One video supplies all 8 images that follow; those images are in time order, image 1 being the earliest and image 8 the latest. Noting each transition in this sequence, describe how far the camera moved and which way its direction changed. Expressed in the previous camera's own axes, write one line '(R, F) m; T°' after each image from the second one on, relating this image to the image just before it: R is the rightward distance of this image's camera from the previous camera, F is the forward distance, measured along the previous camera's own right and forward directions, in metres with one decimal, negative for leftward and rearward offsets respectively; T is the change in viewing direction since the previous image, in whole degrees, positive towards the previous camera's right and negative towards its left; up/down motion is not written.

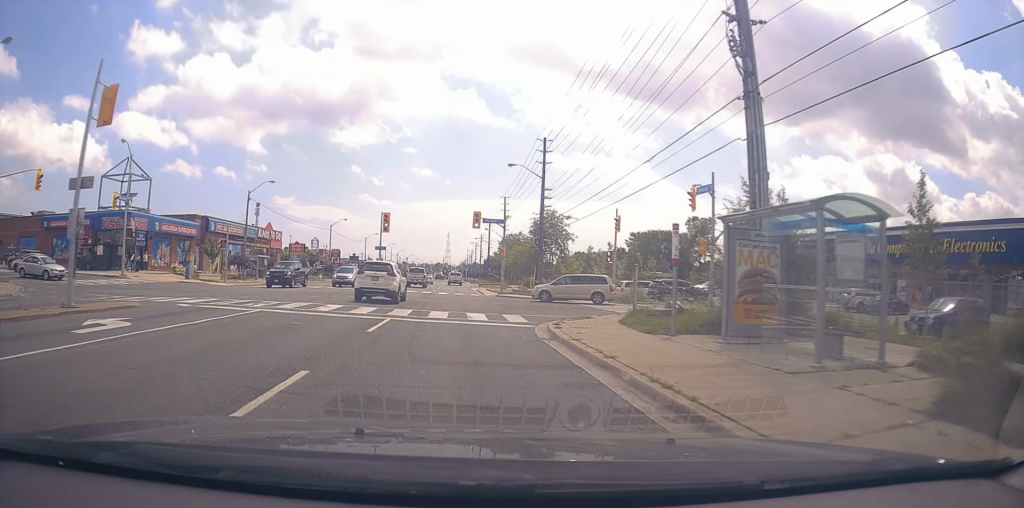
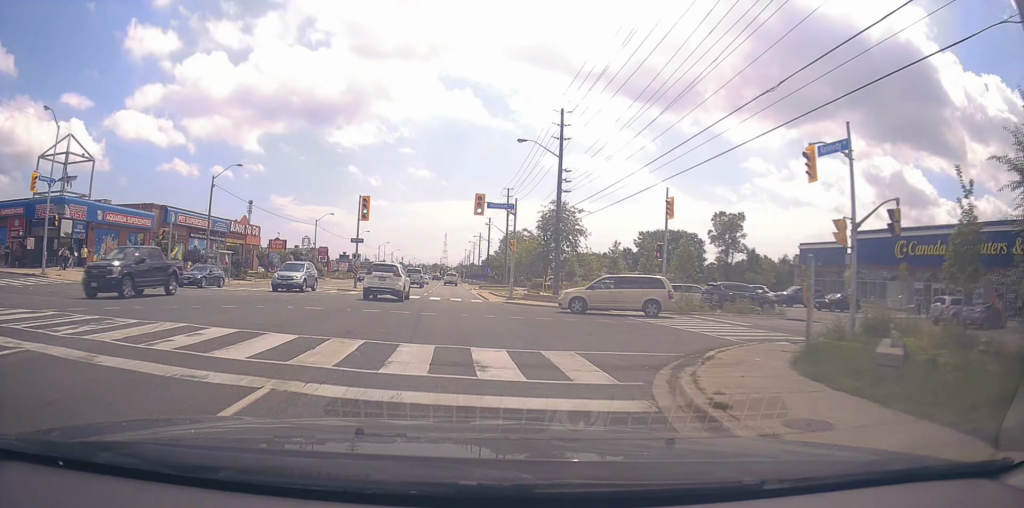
(-0.5, +9.9) m; 0°
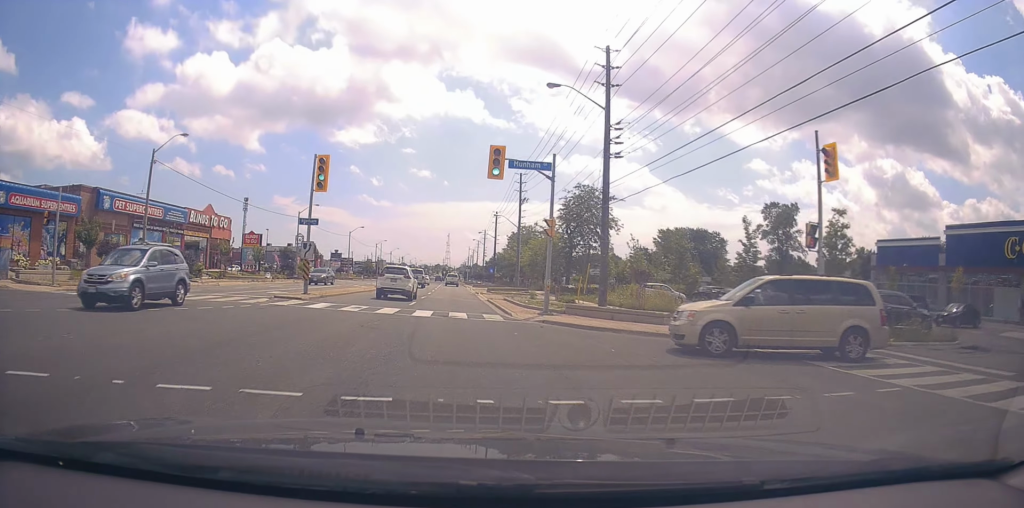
(+0.1, +13.0) m; +1°
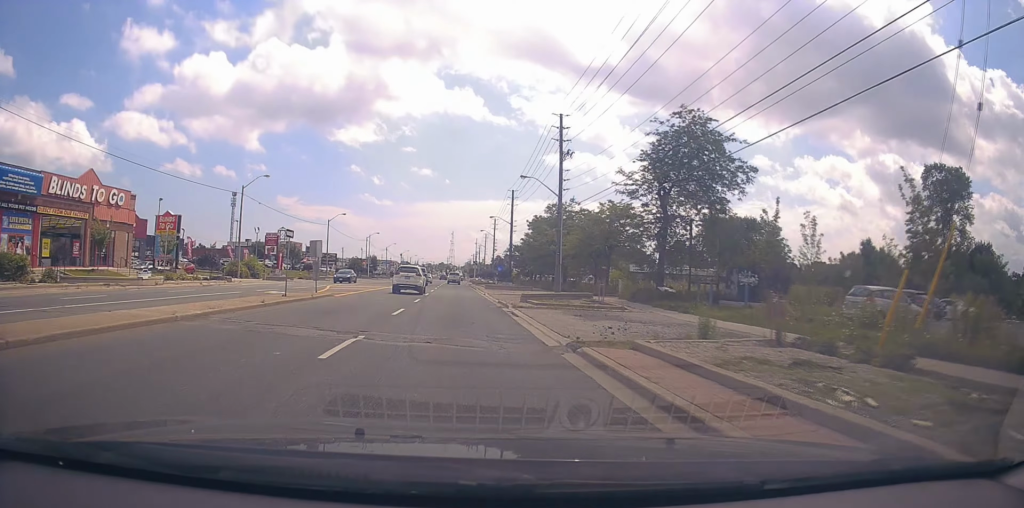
(+0.3, +25.7) m; +1°
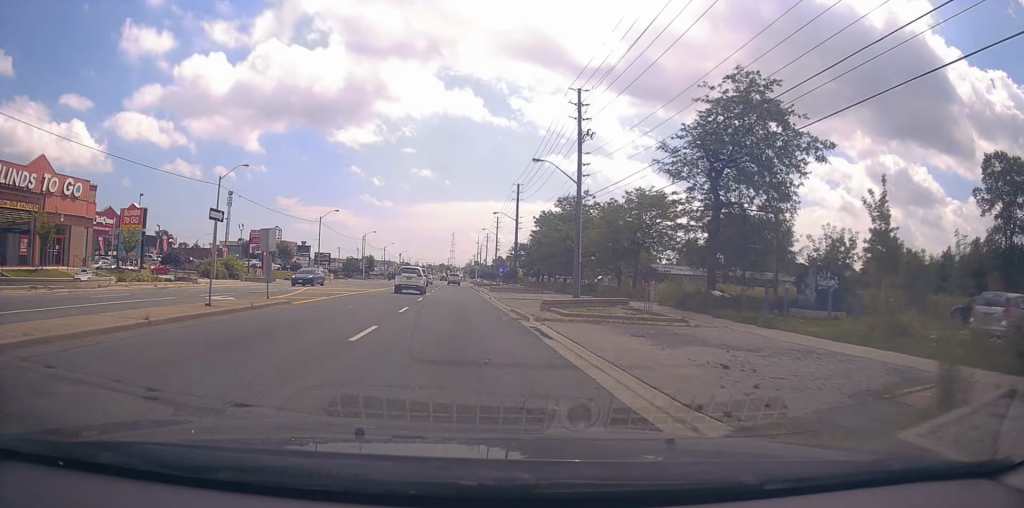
(0.0, +6.7) m; +1°
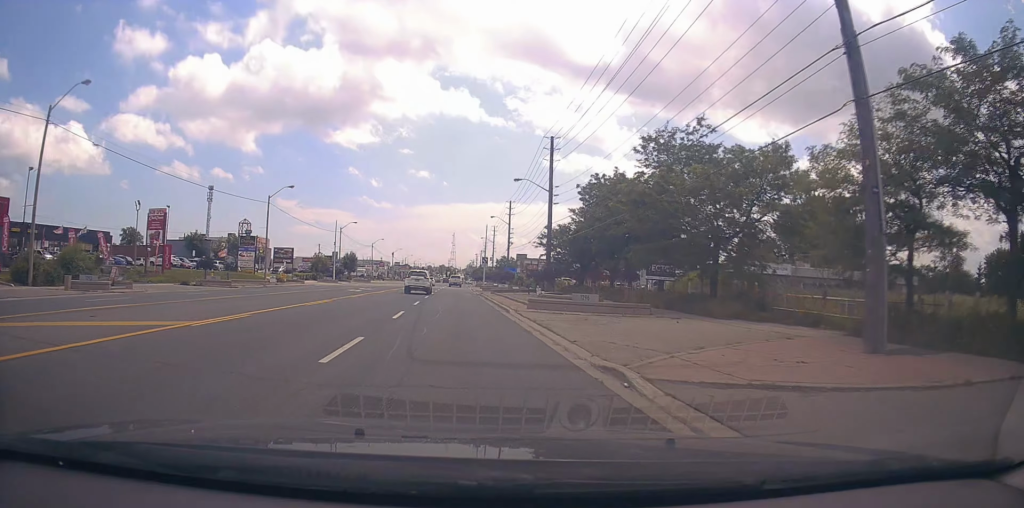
(-0.5, +27.9) m; -2°
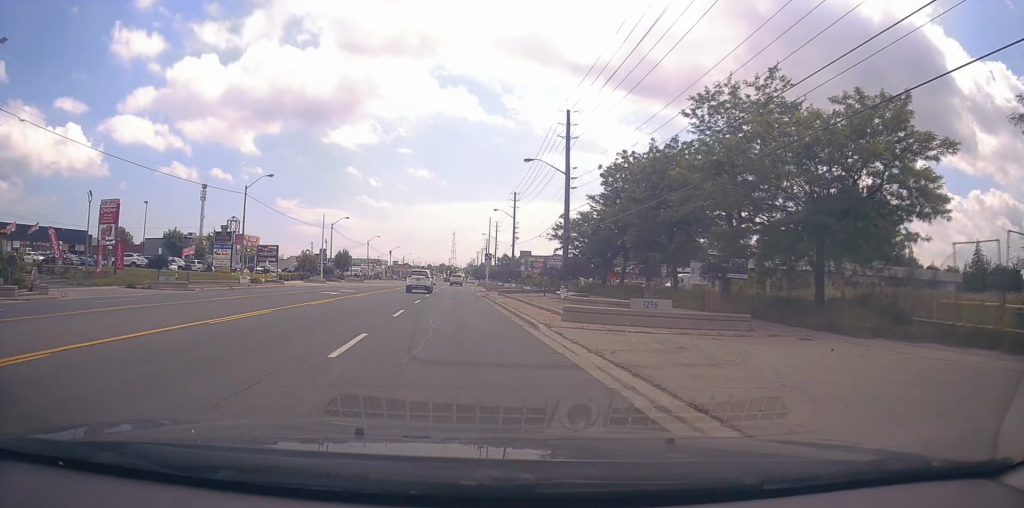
(+0.1, +8.1) m; 0°
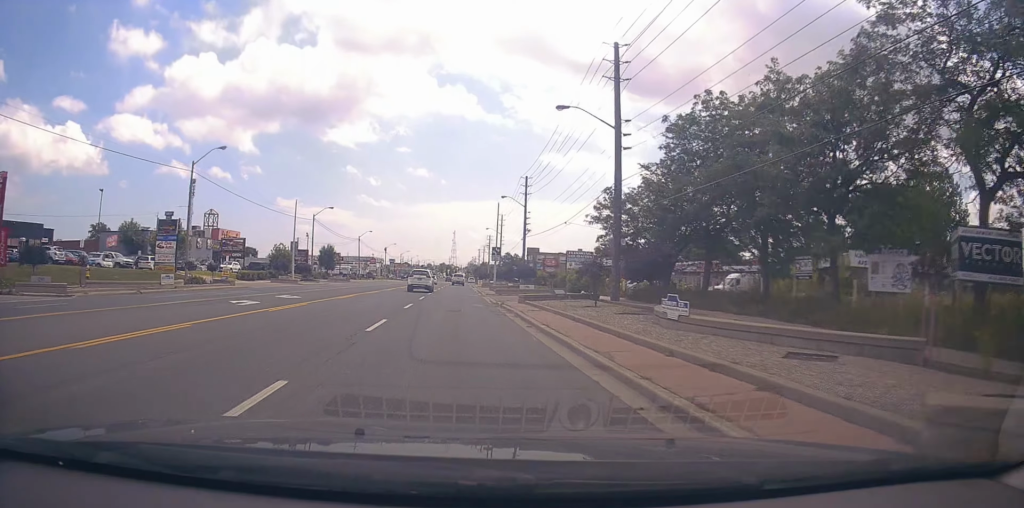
(-0.1, +13.9) m; -1°
